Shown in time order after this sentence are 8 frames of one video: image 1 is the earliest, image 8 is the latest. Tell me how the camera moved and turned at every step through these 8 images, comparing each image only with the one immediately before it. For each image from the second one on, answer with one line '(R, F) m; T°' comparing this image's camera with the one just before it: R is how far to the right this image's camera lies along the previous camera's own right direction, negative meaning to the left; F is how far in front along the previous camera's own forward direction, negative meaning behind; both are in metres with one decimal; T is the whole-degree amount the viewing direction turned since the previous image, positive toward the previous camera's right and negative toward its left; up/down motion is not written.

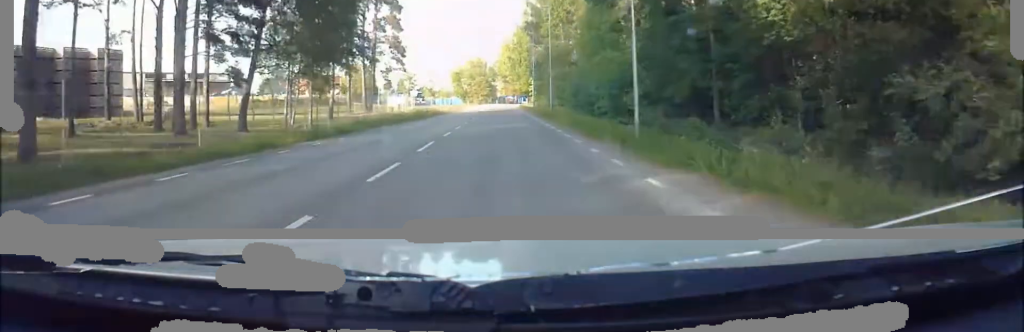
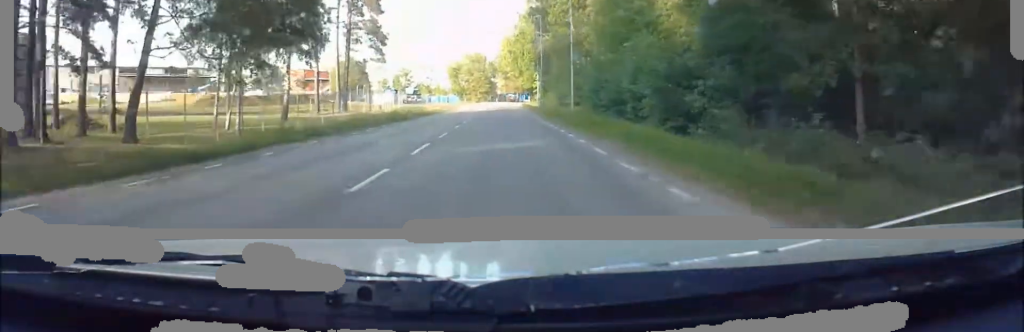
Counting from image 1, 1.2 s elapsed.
(0.0, +13.3) m; +1°
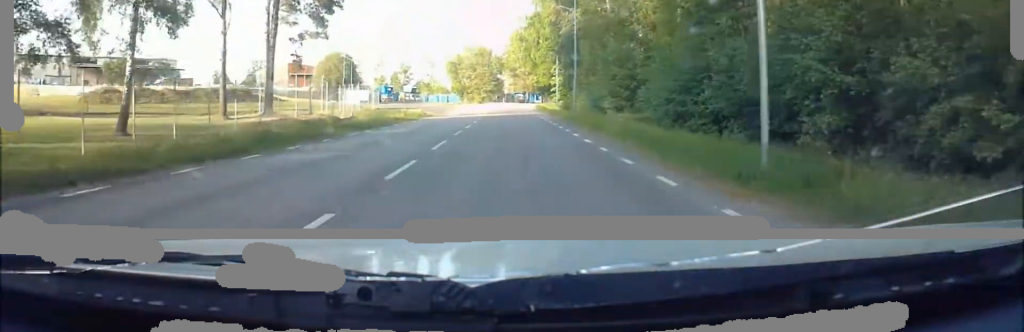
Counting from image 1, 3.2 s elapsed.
(+0.5, +22.6) m; 0°
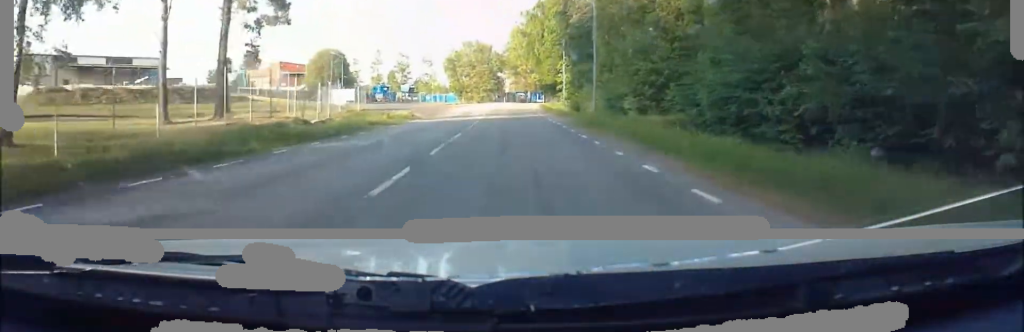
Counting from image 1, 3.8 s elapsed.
(-0.2, +7.5) m; -1°
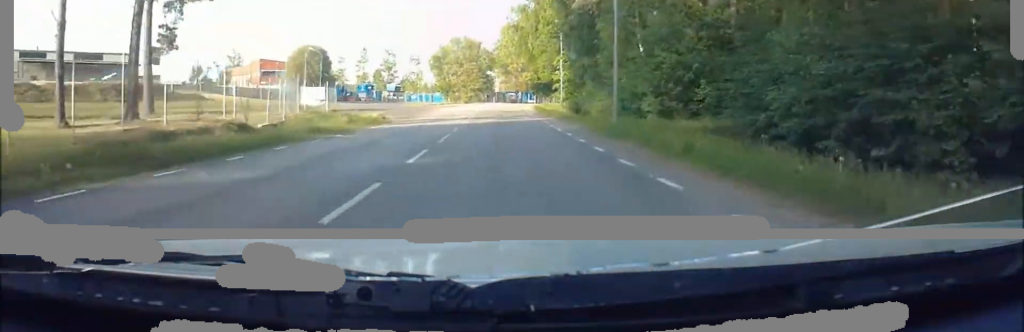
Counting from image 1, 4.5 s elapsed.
(-0.1, +7.8) m; -2°
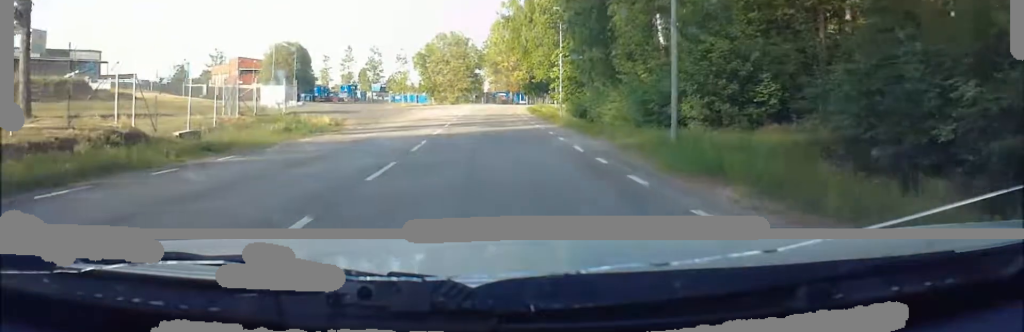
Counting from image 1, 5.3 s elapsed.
(+0.1, +8.6) m; -2°
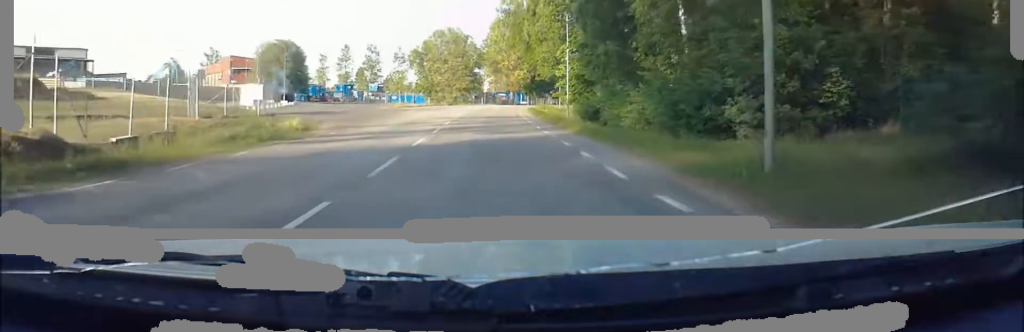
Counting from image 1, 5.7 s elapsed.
(-0.2, +4.8) m; 0°
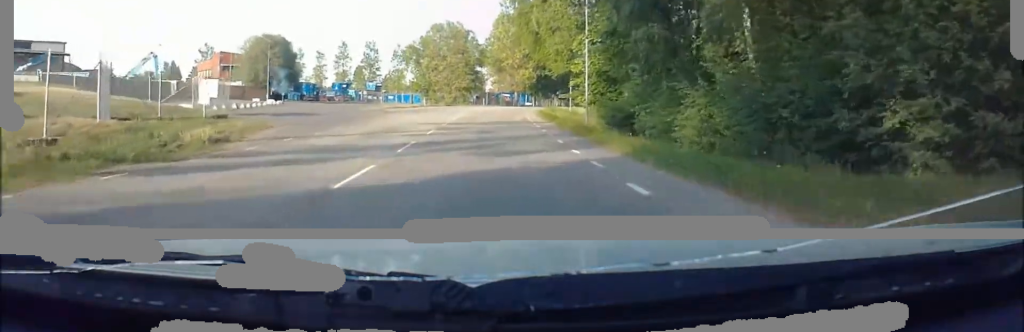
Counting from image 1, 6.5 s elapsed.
(-0.2, +8.2) m; 0°
